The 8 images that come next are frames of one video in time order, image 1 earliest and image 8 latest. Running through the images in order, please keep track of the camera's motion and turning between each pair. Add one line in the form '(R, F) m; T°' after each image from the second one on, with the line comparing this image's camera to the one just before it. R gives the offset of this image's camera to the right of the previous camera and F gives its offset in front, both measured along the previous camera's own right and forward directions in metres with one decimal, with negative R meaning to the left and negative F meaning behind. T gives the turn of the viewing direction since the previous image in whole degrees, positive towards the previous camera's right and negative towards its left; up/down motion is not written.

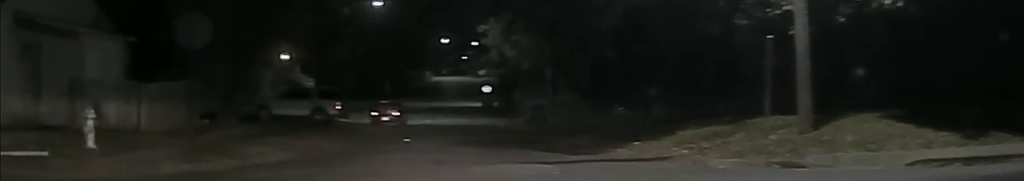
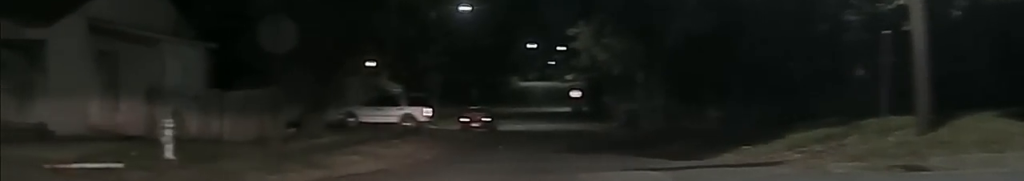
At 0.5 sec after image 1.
(-0.2, +1.0) m; -14°
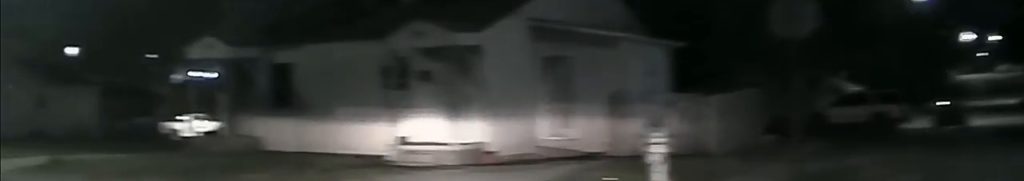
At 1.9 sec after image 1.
(-1.0, +4.1) m; -23°
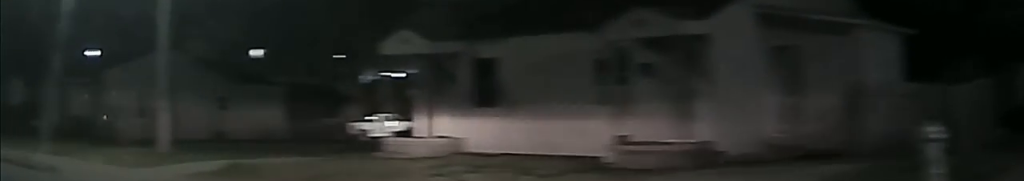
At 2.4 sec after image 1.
(-0.2, +2.1) m; -4°
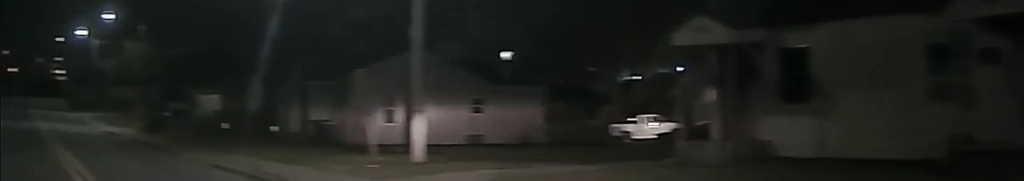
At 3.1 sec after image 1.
(-0.2, +3.4) m; -4°
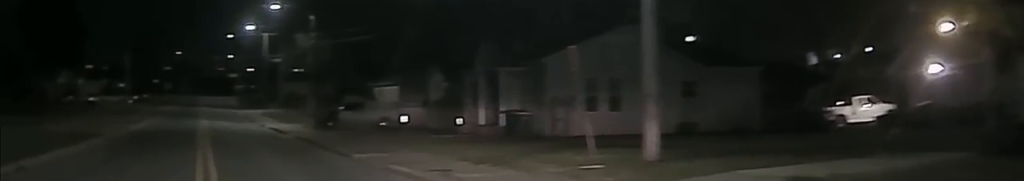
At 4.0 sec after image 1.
(-0.2, +5.5) m; -4°
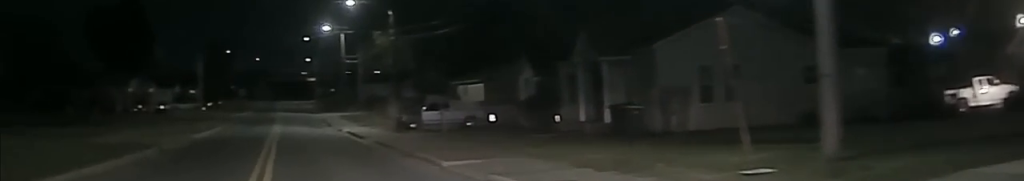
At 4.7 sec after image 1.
(+0.1, +4.5) m; -5°
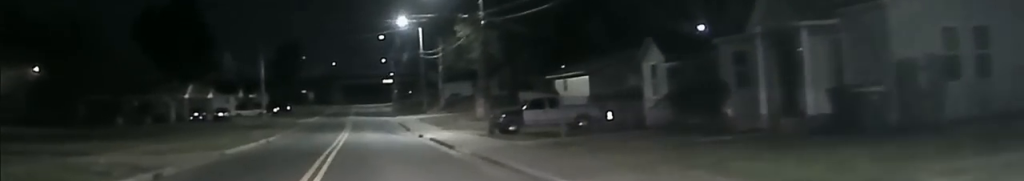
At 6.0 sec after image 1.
(-0.9, +11.3) m; -1°
